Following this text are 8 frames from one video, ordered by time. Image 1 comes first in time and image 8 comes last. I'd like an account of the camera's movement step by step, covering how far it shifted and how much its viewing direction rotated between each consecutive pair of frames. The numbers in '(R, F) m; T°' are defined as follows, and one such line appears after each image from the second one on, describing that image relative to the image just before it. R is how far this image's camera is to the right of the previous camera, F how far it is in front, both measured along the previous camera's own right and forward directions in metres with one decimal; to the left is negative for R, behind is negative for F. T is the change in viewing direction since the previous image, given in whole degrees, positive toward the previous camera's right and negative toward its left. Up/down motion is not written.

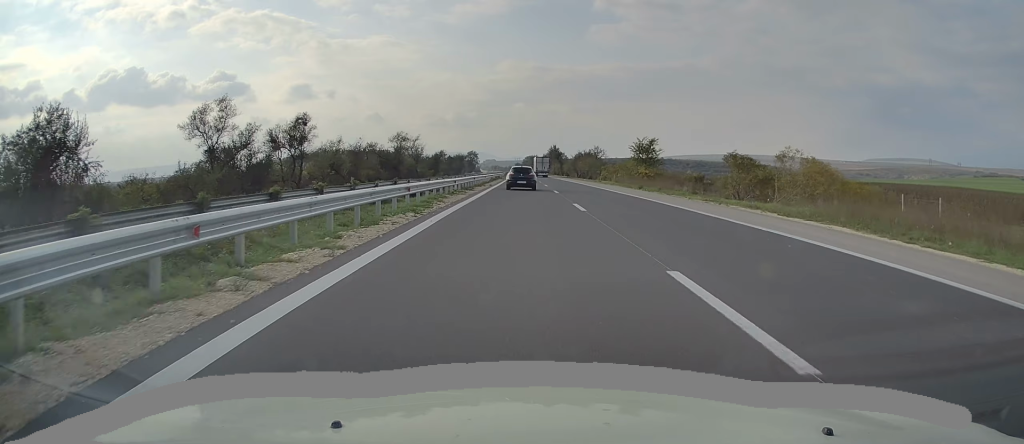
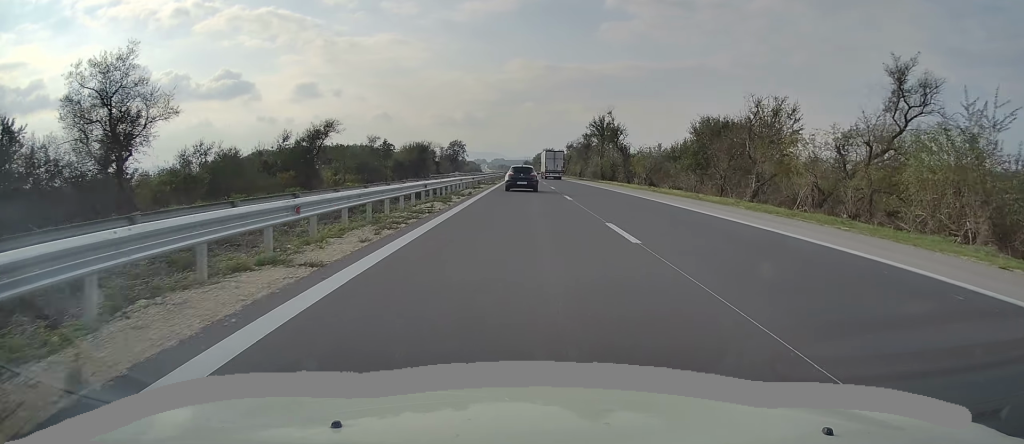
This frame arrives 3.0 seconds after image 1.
(-0.8, +104.8) m; -1°
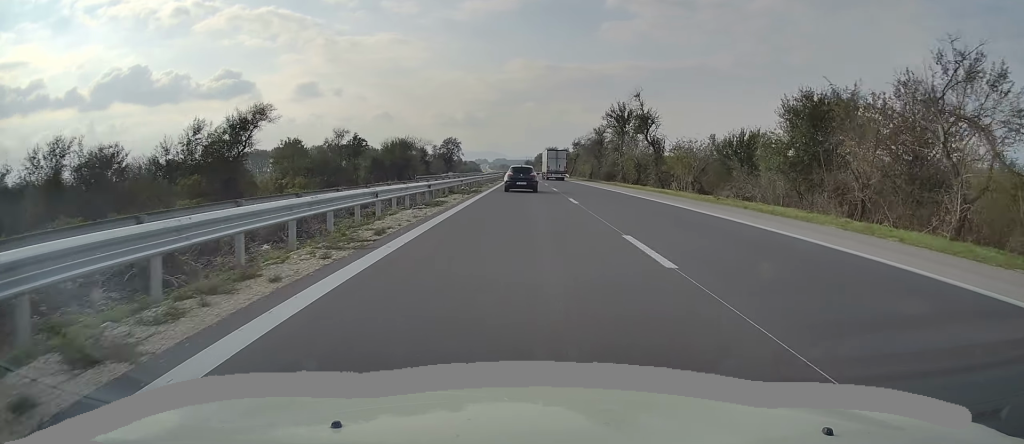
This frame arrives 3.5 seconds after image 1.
(+0.1, +18.8) m; 0°
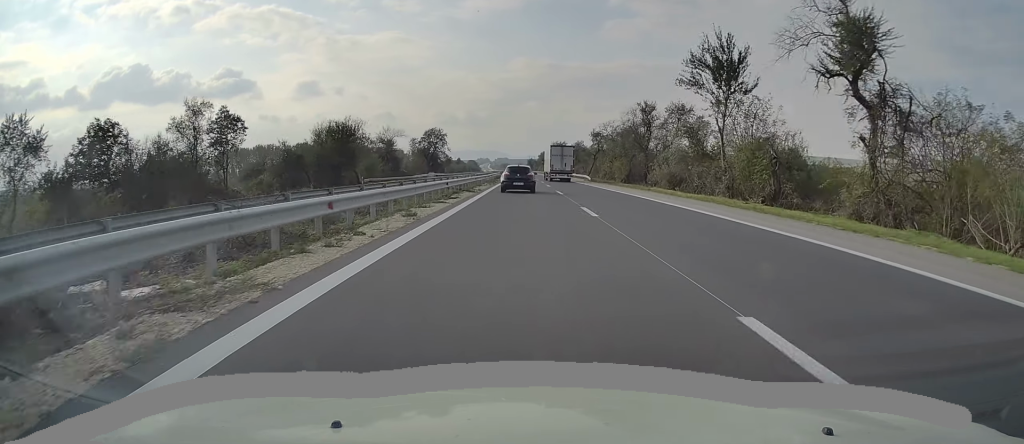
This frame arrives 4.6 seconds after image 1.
(0.0, +38.8) m; 0°
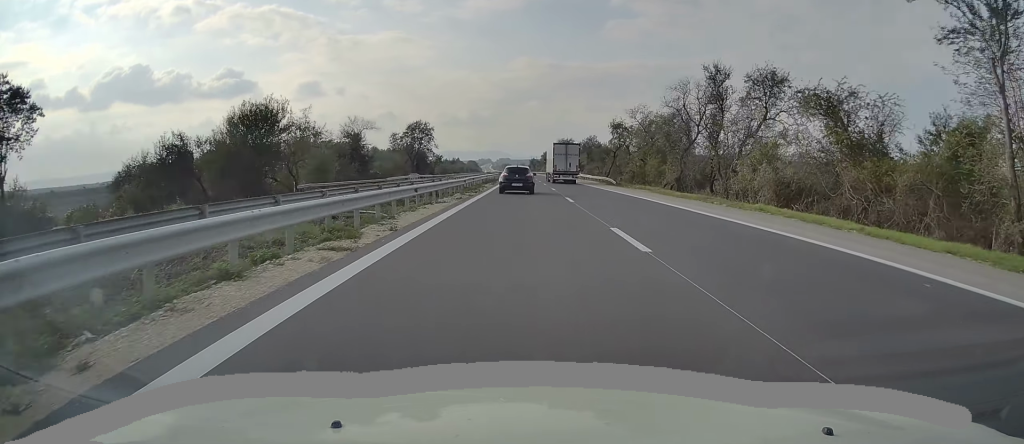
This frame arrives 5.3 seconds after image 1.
(-0.2, +23.5) m; 0°
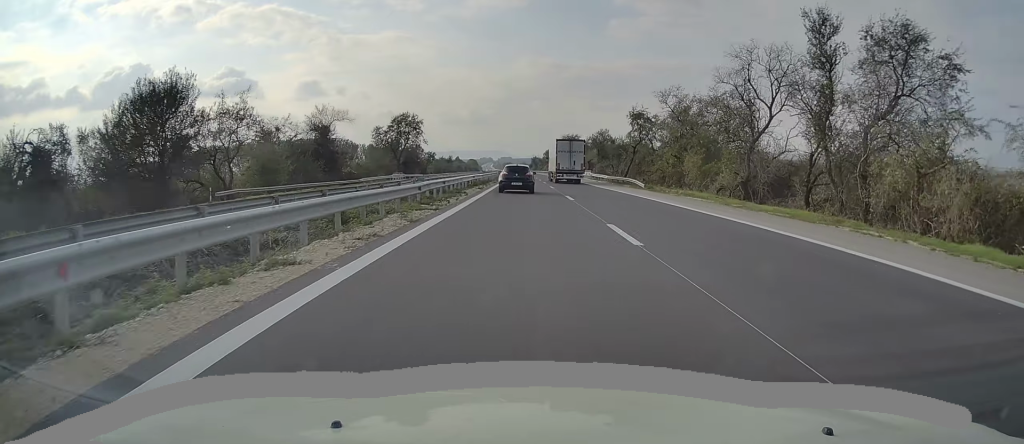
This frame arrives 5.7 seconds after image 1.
(0.0, +15.2) m; 0°
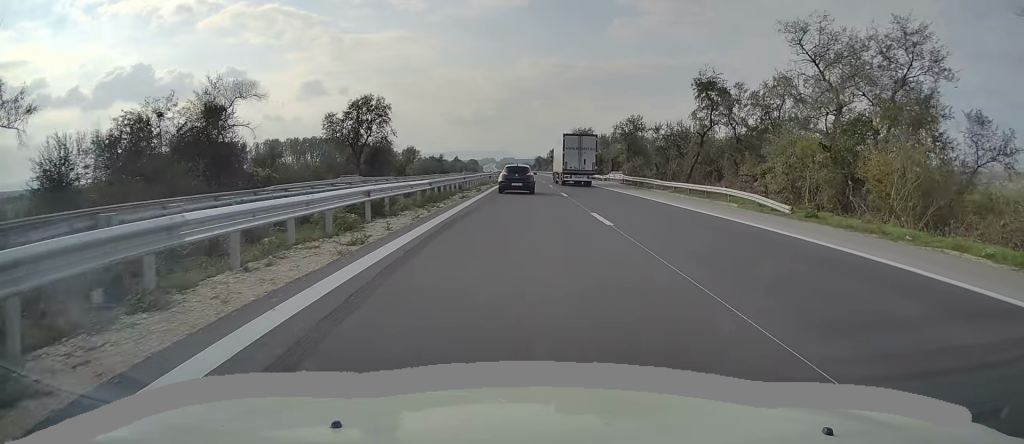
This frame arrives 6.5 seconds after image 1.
(0.0, +28.1) m; 0°
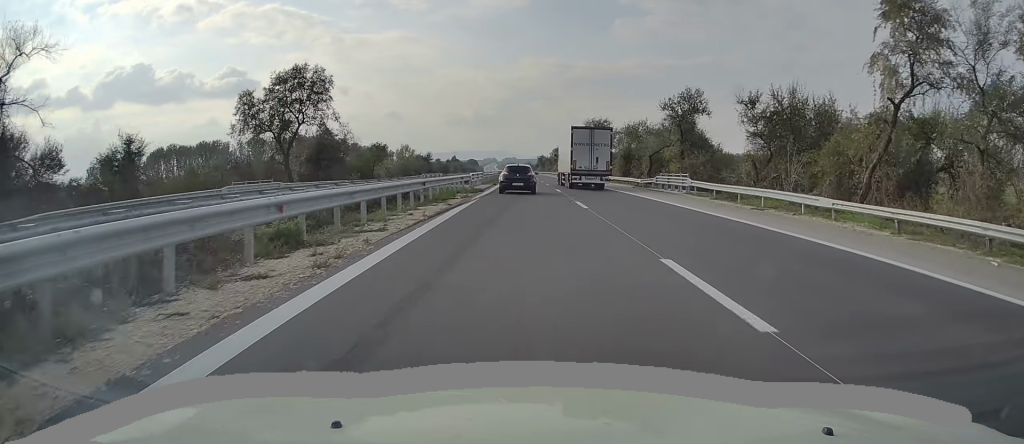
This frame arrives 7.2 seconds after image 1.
(0.0, +25.8) m; 0°
